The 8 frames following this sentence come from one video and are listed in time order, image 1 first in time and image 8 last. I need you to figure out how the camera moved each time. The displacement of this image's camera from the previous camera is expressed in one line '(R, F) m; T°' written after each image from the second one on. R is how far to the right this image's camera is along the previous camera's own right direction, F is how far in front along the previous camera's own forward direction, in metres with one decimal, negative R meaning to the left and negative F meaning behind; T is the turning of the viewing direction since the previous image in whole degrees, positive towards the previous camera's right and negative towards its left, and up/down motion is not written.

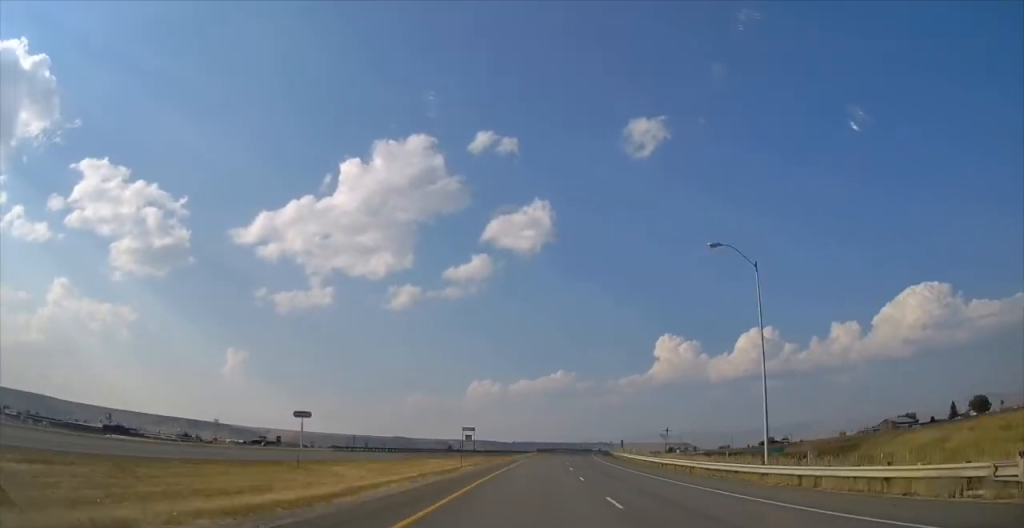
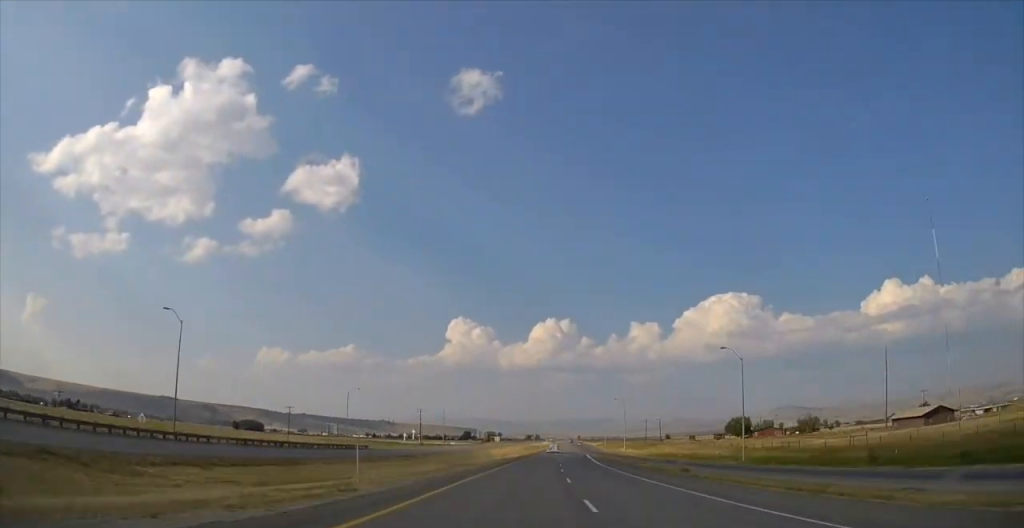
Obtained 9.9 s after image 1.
(+54.4, +399.1) m; +12°
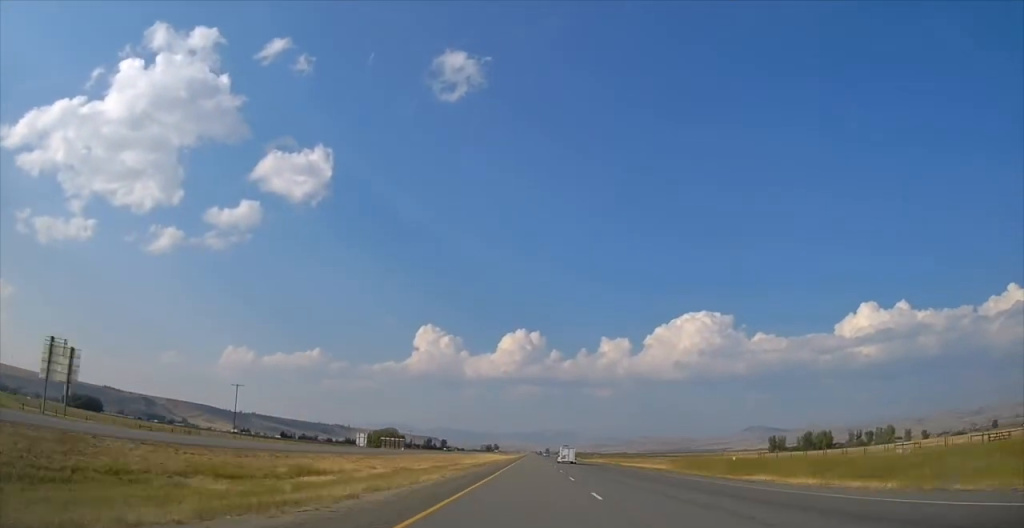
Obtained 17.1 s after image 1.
(+15.9, +324.6) m; +3°
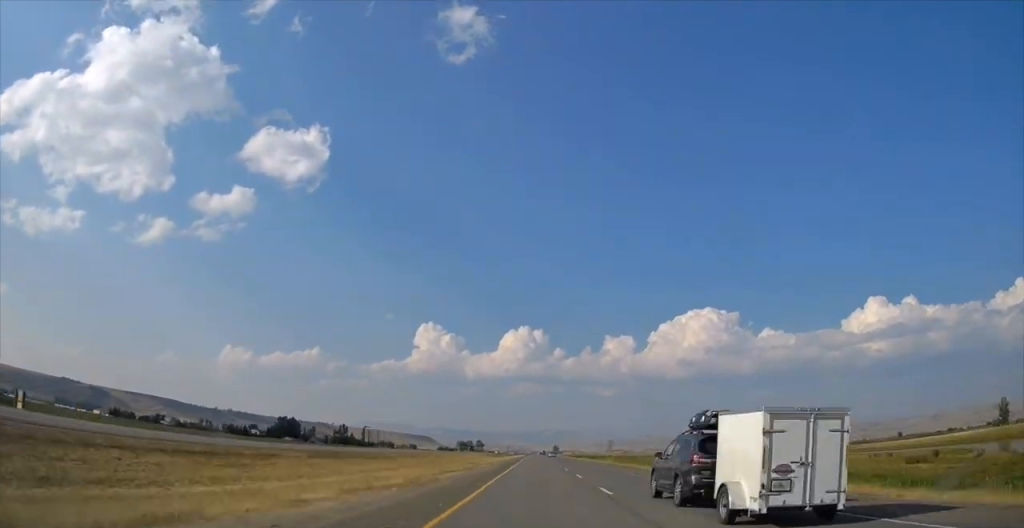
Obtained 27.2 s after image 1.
(+0.3, +552.0) m; 0°
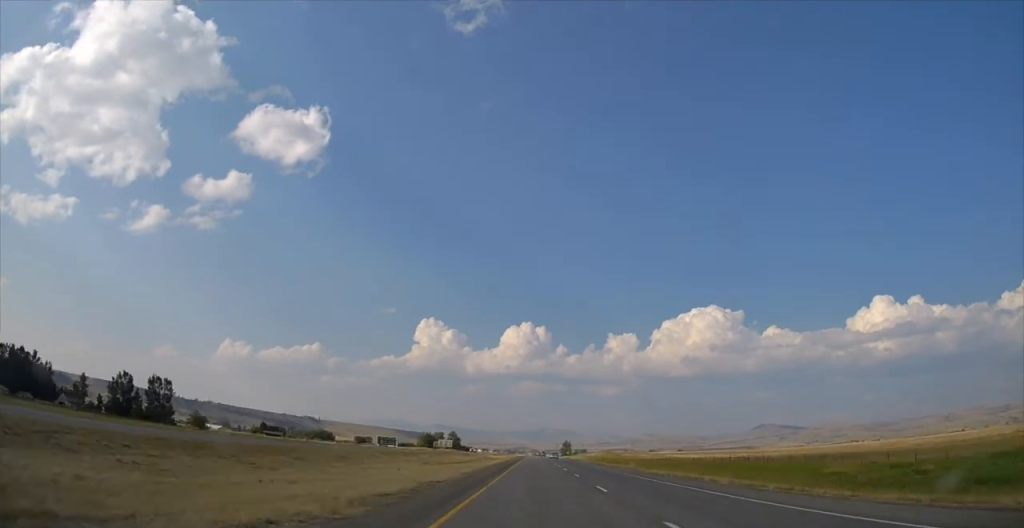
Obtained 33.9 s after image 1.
(0.0, +291.7) m; 0°
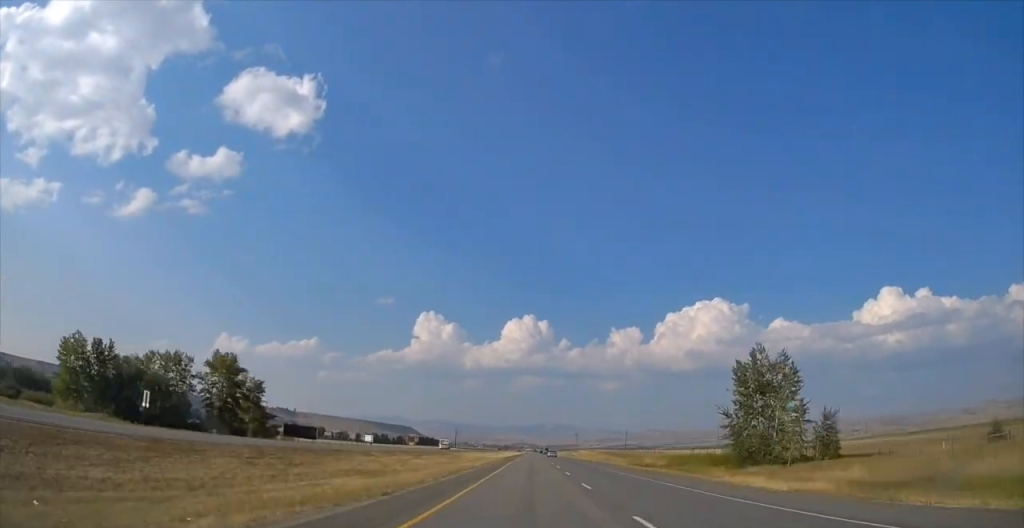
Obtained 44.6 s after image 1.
(-0.5, +282.3) m; 0°
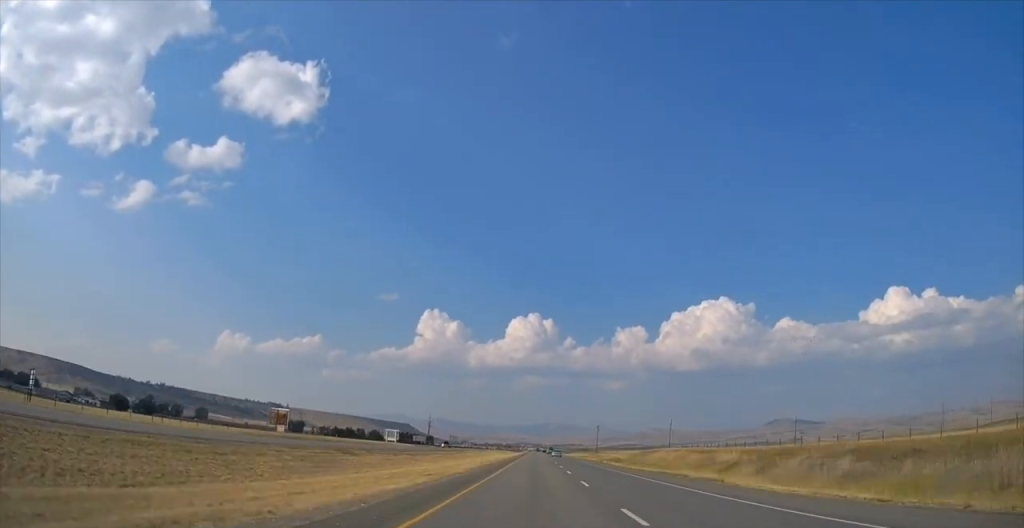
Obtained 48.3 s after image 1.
(0.0, +112.6) m; 0°
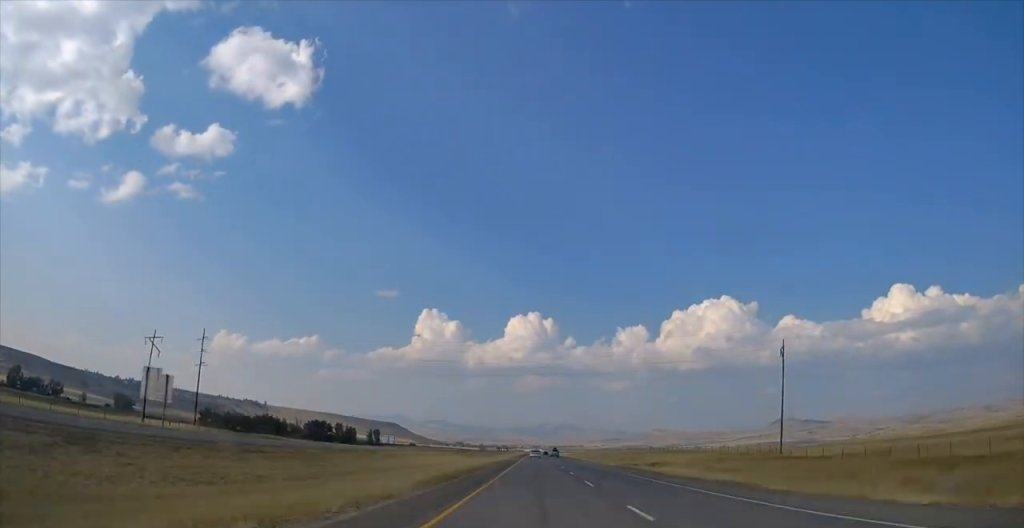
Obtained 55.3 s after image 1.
(+0.2, +229.5) m; 0°
